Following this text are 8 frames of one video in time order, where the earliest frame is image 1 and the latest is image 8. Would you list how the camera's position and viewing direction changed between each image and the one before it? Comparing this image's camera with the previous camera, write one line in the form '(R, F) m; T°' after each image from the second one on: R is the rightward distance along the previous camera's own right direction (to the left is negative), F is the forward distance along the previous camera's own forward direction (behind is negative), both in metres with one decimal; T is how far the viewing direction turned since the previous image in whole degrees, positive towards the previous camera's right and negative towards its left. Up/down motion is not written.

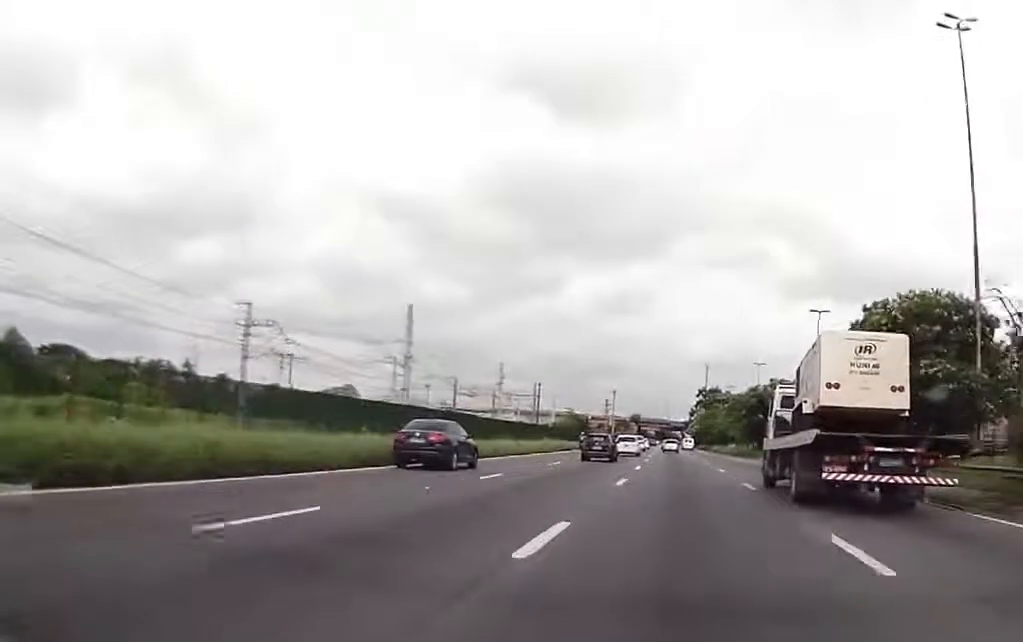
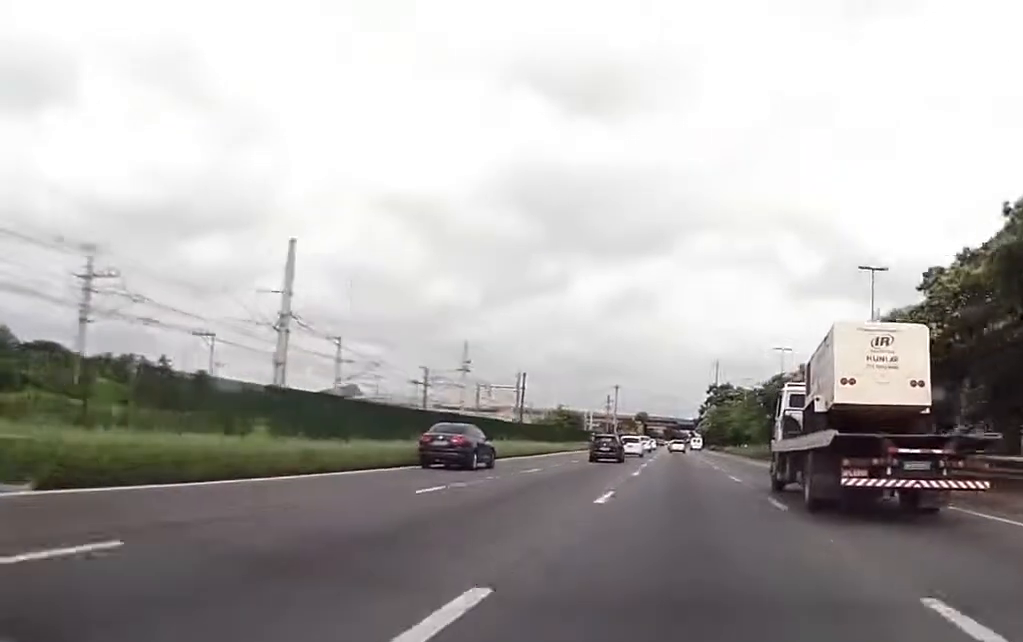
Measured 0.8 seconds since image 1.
(-0.6, +17.9) m; -2°
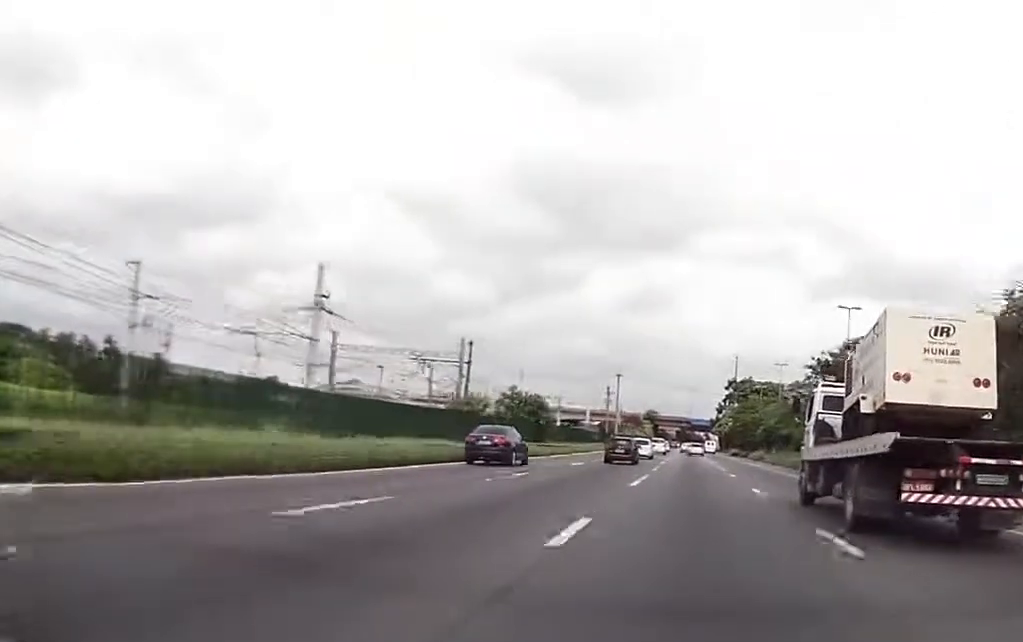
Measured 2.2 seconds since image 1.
(-0.5, +32.1) m; -2°
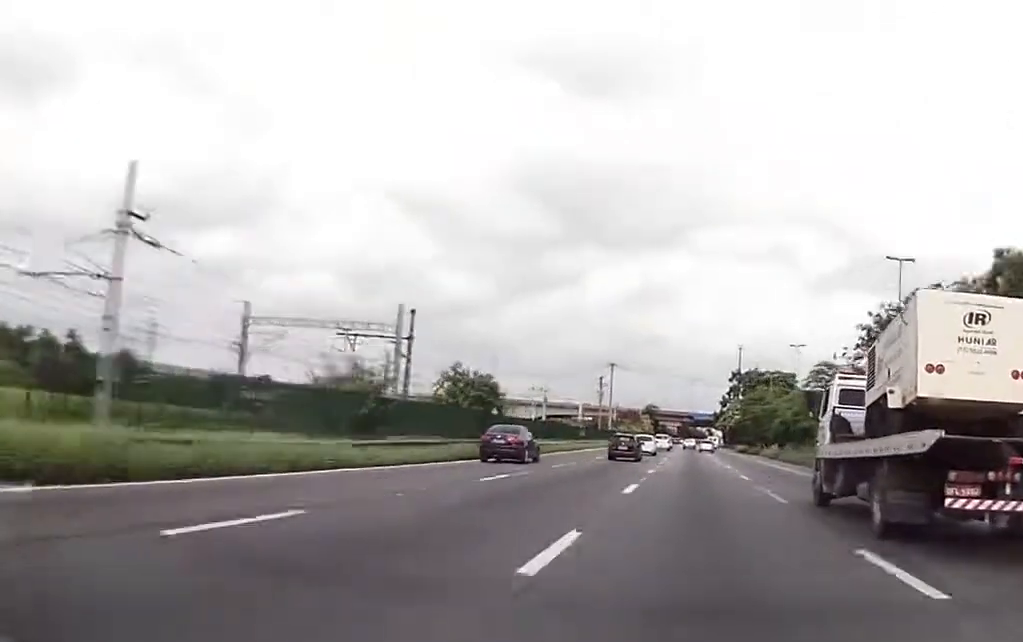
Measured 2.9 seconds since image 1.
(-0.4, +15.6) m; -1°
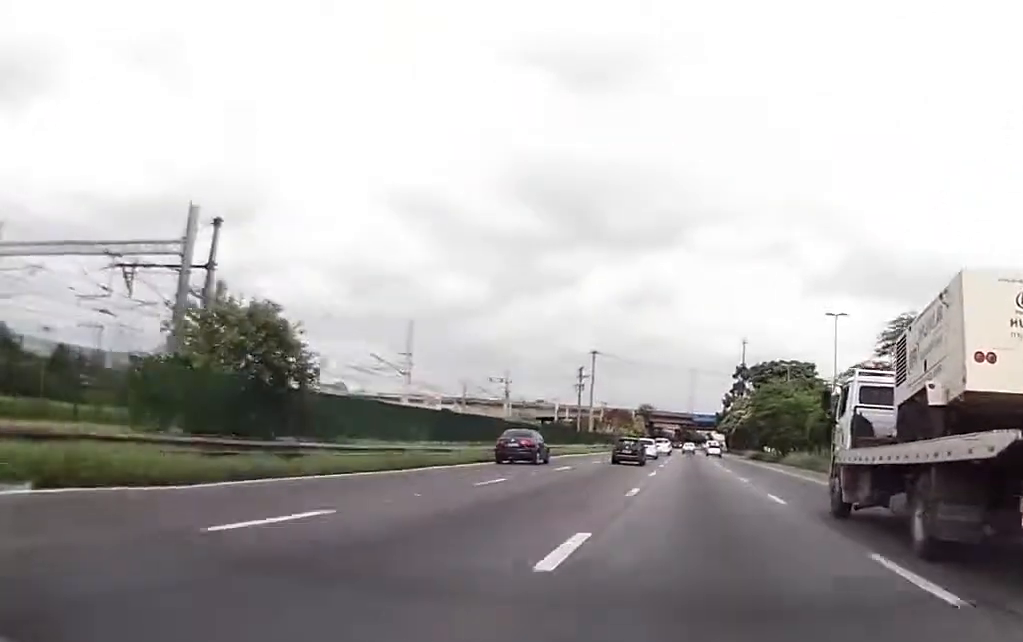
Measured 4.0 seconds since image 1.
(+0.2, +24.4) m; +1°
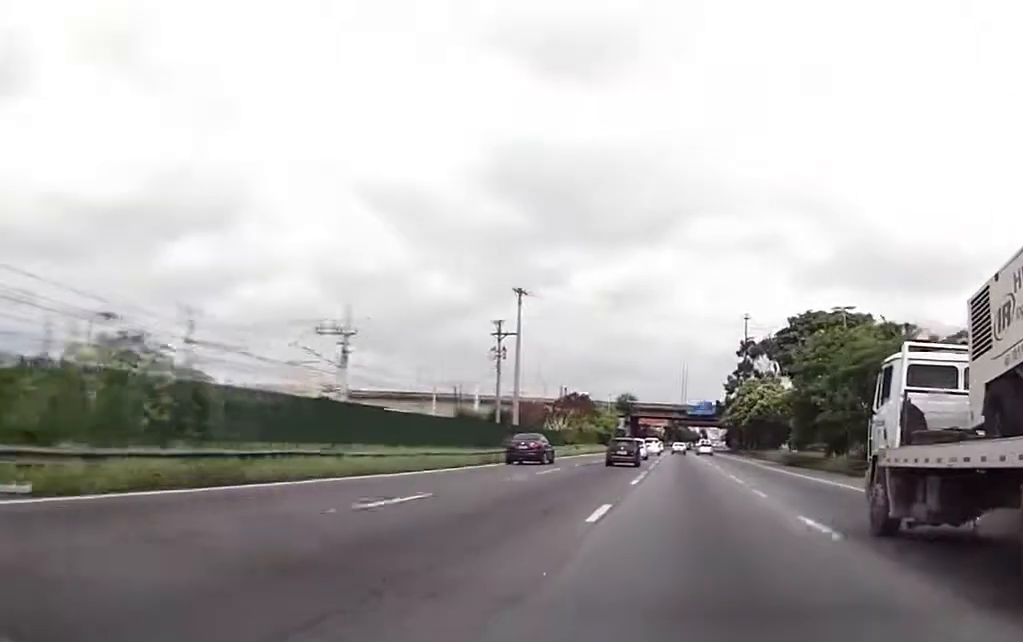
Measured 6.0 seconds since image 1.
(-0.4, +44.1) m; 0°
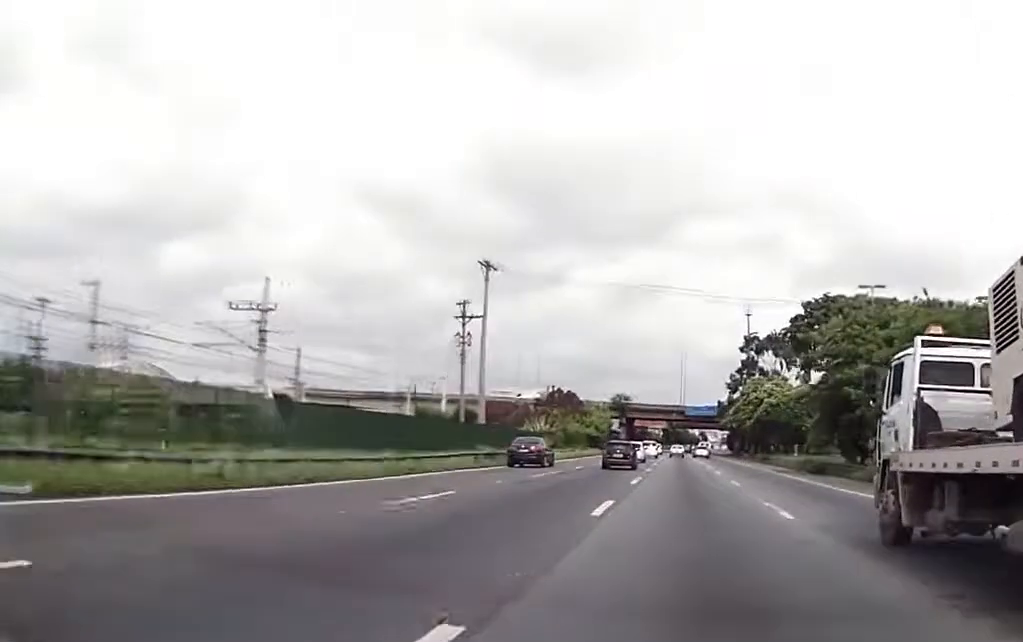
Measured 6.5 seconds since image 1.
(+0.2, +10.6) m; +1°
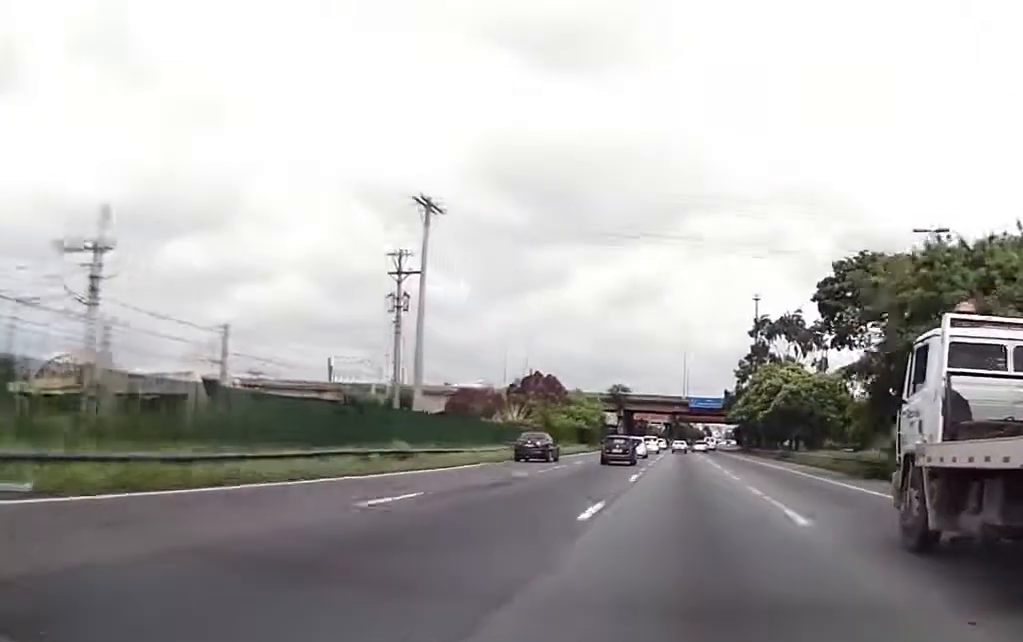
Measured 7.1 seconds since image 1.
(+0.1, +13.6) m; +1°
